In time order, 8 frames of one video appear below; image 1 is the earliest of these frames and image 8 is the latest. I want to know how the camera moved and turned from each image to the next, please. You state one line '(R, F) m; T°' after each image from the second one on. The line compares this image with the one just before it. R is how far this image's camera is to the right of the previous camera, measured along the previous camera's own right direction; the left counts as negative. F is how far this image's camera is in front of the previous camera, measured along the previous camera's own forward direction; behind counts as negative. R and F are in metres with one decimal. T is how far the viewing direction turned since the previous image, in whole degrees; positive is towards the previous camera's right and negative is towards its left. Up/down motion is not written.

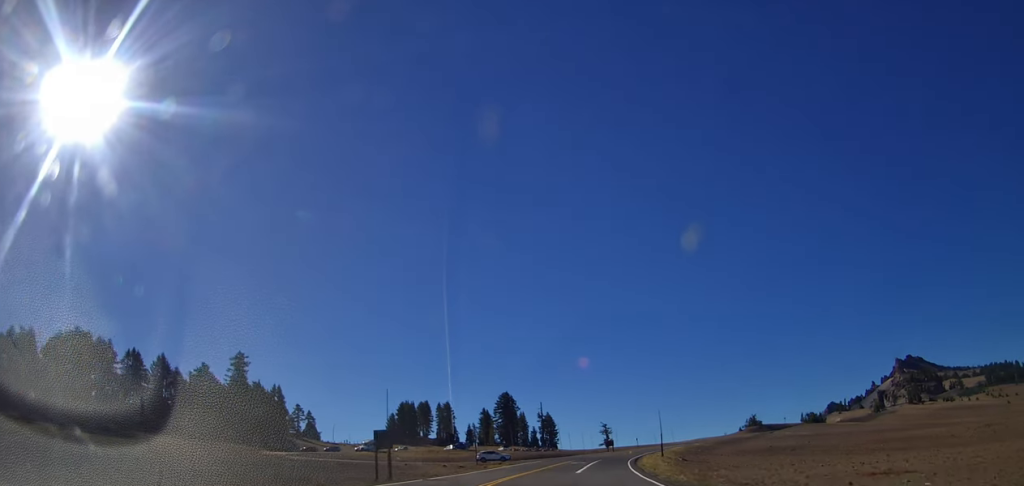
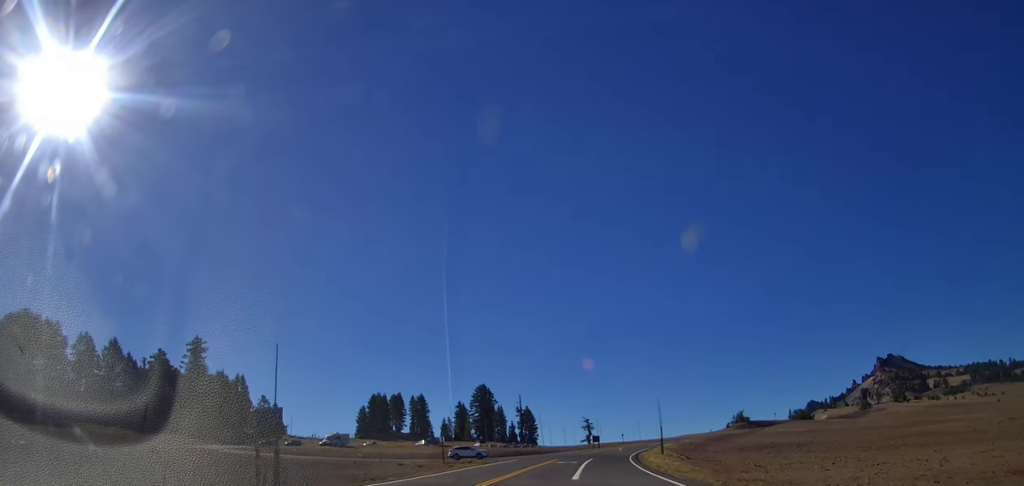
(+0.3, +12.5) m; 0°
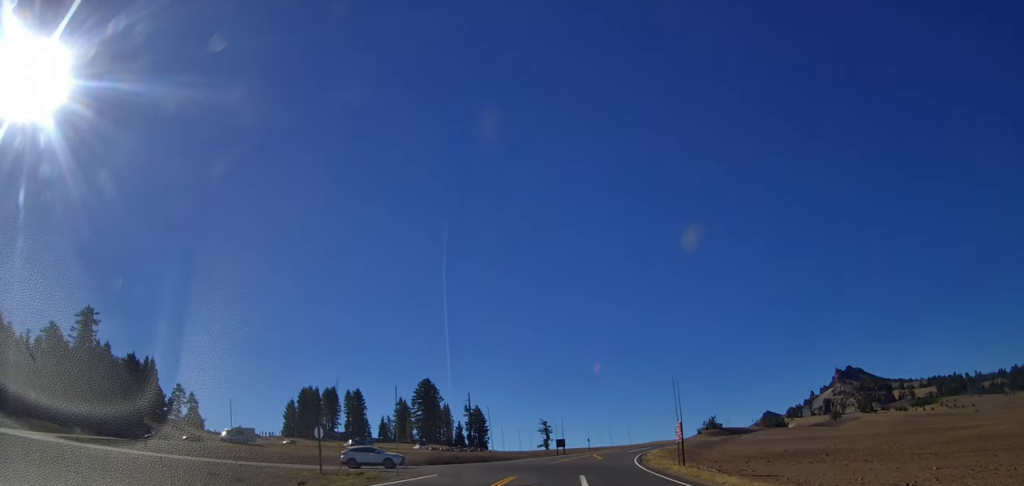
(+0.7, +27.6) m; +5°
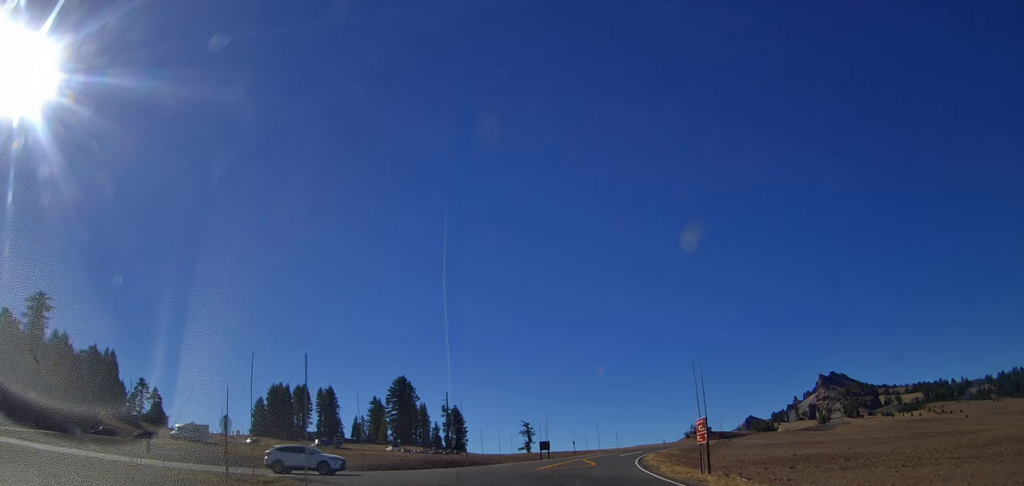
(+0.1, +10.6) m; -2°
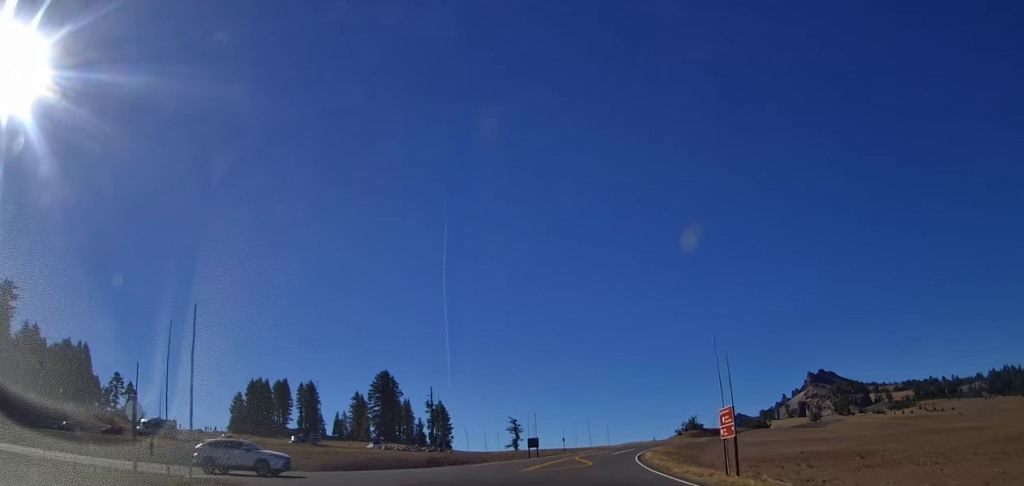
(-0.3, +6.4) m; +1°
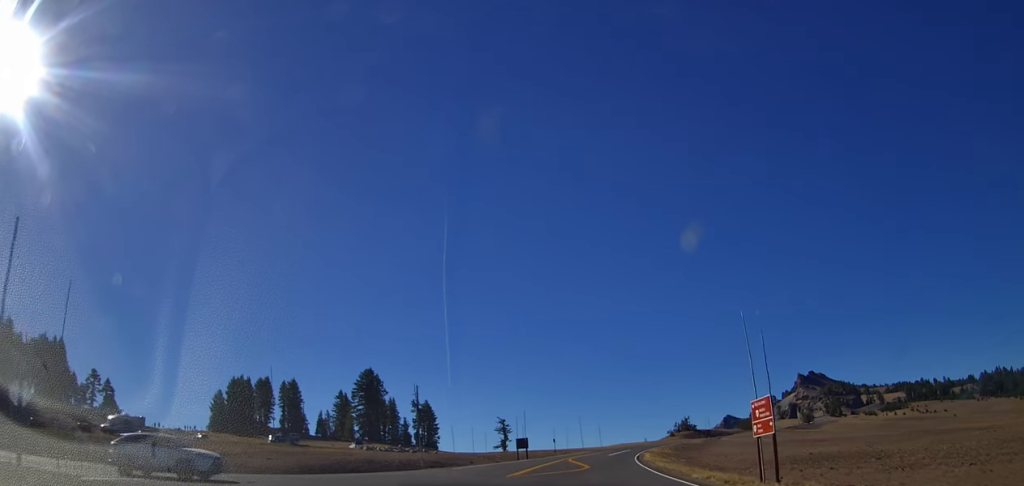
(-0.2, +5.9) m; +1°
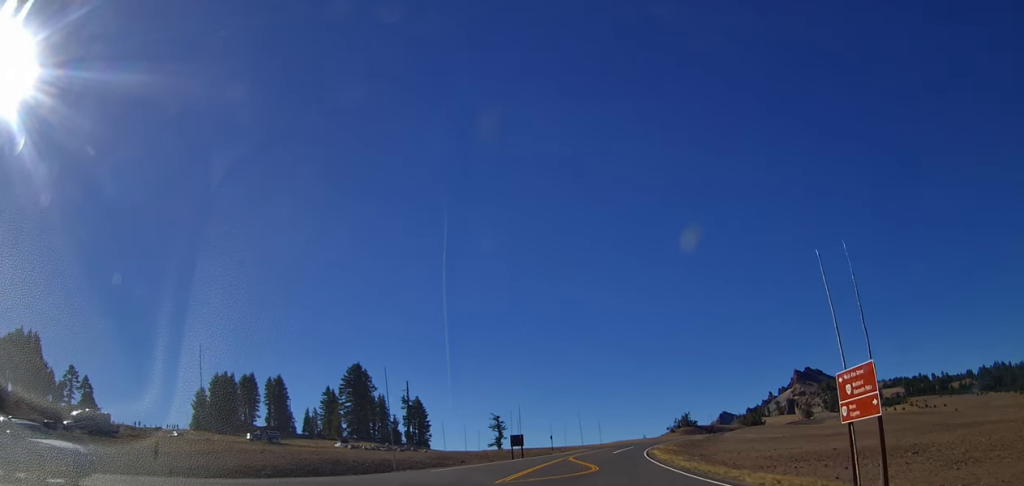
(+0.7, +8.0) m; +5°
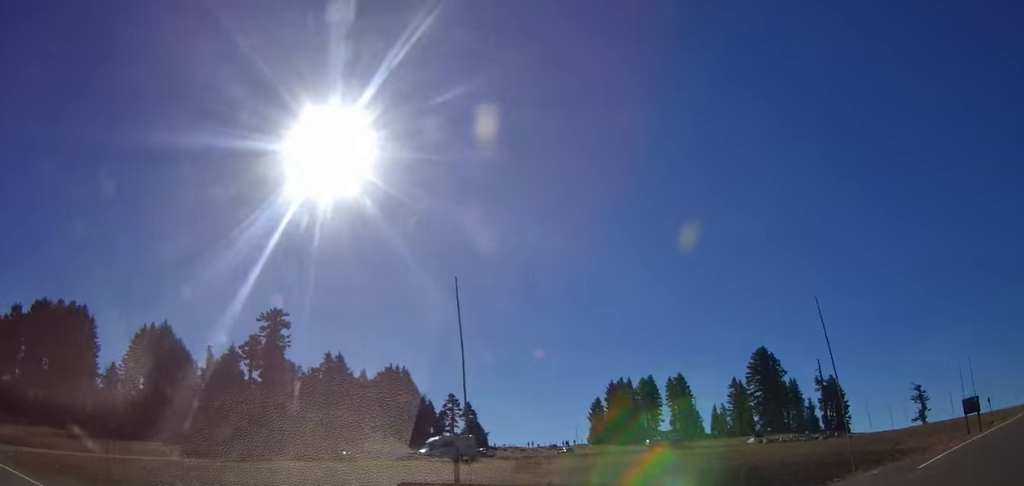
(-2.2, +15.8) m; -39°
